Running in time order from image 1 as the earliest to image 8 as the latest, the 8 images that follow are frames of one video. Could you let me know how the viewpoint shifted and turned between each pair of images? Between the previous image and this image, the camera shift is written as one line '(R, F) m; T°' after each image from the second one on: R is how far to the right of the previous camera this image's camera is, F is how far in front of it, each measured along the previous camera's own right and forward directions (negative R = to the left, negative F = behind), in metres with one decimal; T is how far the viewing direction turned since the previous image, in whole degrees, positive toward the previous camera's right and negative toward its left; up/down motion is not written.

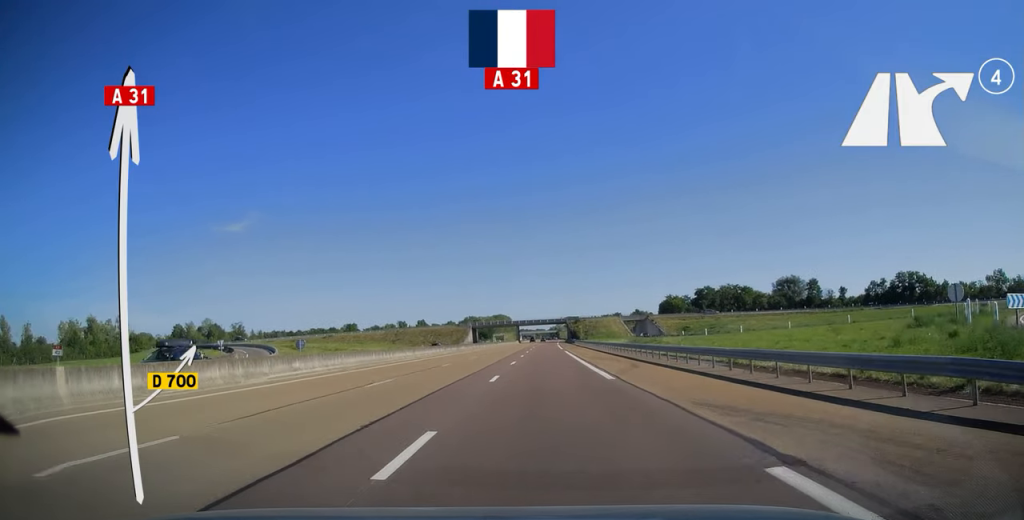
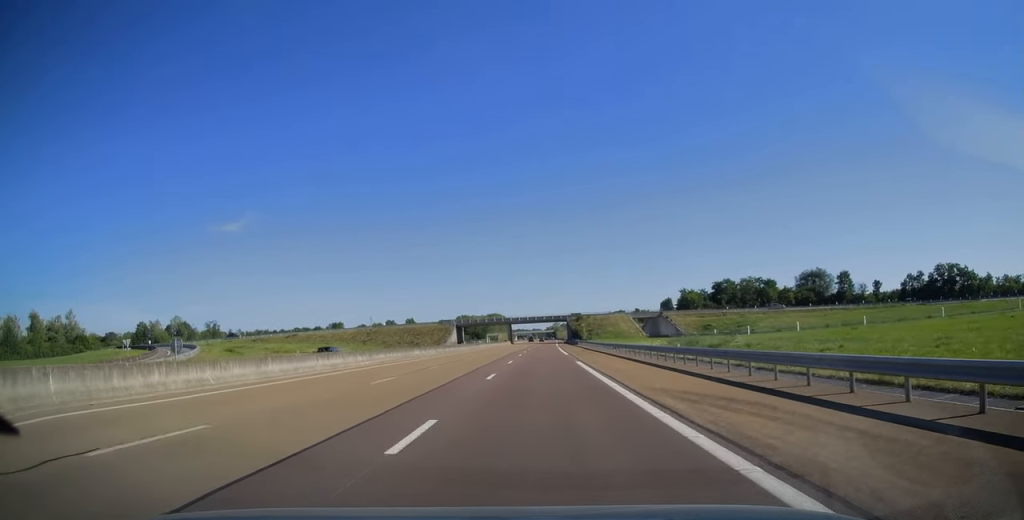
(+0.2, +24.6) m; 0°
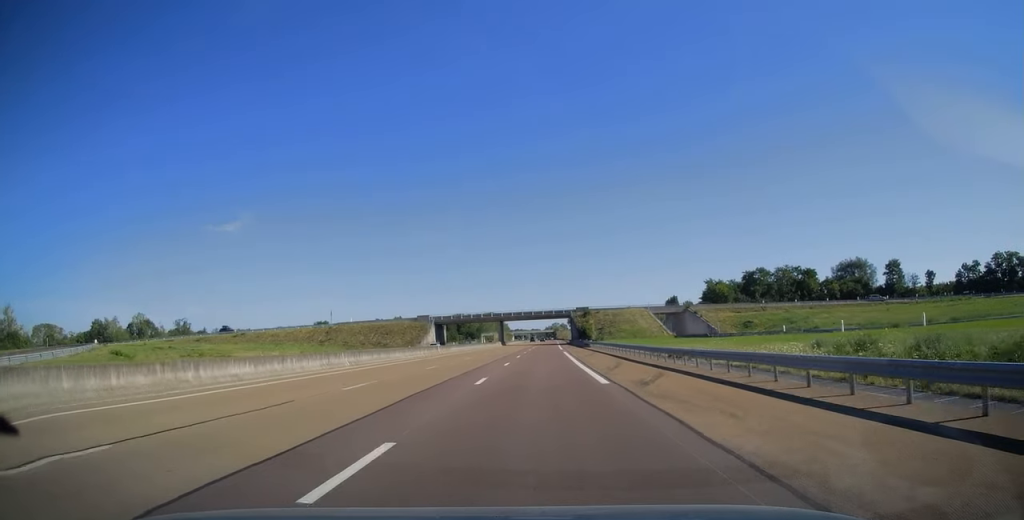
(+0.1, +28.3) m; 0°
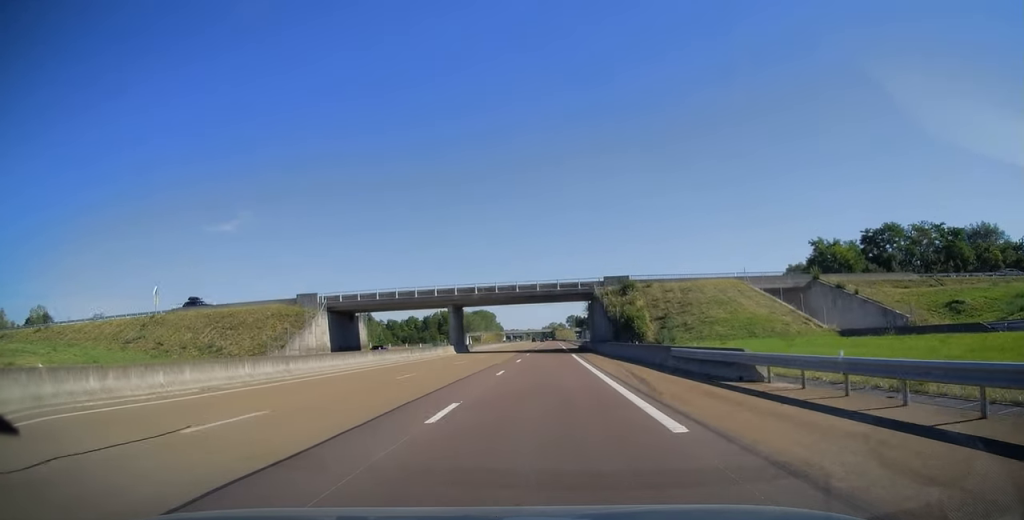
(+0.1, +60.0) m; 0°
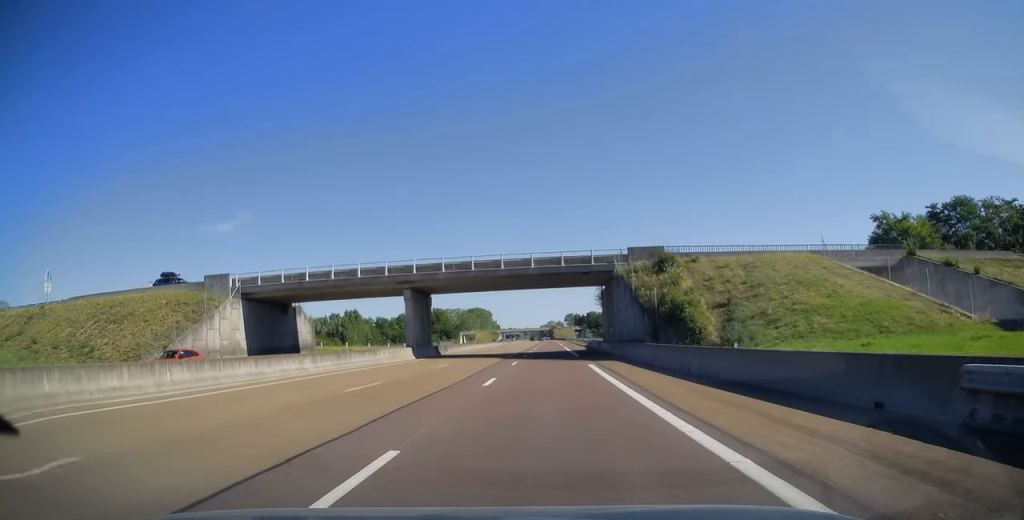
(0.0, +18.4) m; 0°
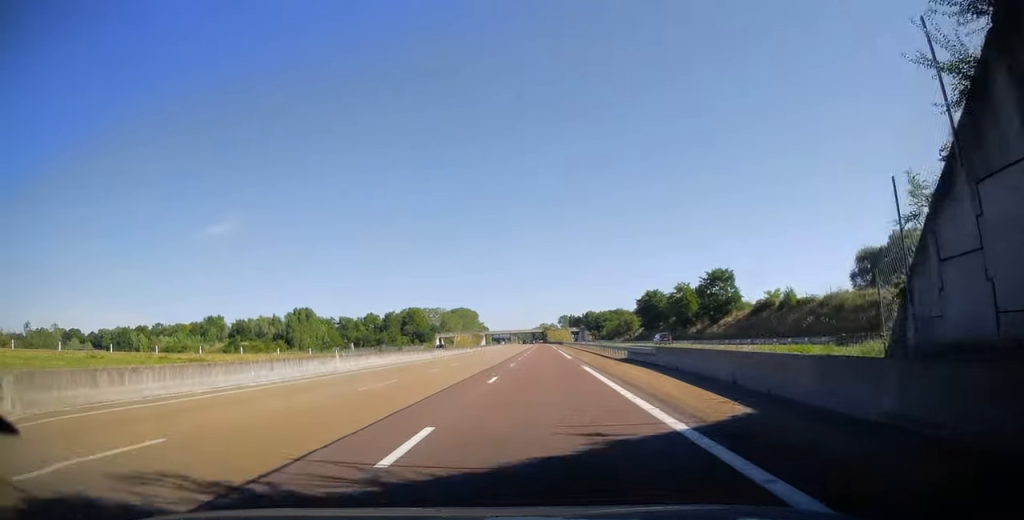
(+0.3, +49.6) m; +1°
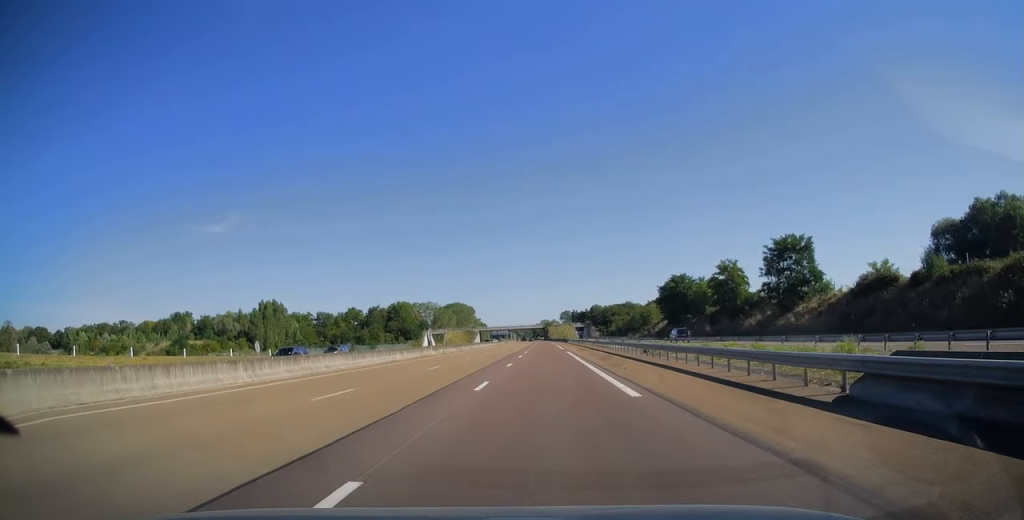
(0.0, +29.8) m; 0°
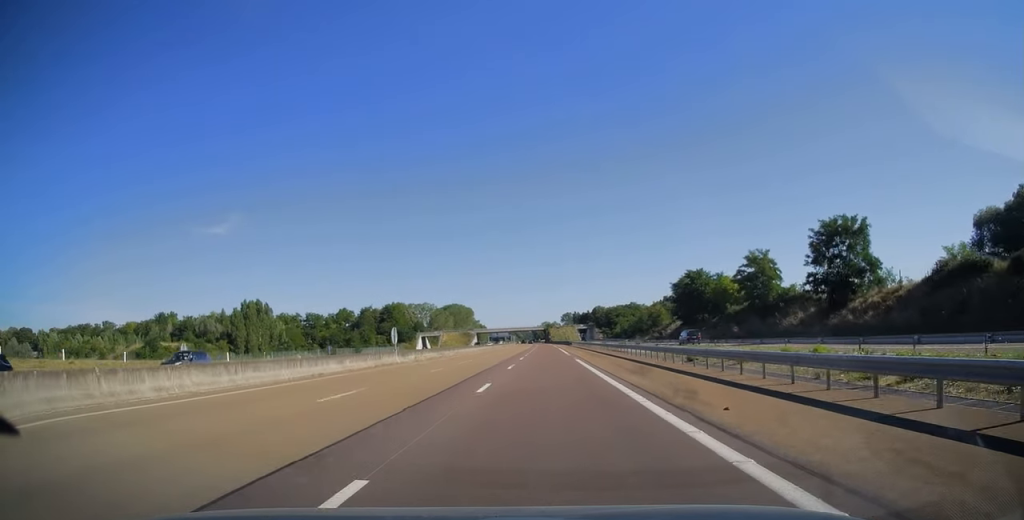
(0.0, +12.9) m; 0°
